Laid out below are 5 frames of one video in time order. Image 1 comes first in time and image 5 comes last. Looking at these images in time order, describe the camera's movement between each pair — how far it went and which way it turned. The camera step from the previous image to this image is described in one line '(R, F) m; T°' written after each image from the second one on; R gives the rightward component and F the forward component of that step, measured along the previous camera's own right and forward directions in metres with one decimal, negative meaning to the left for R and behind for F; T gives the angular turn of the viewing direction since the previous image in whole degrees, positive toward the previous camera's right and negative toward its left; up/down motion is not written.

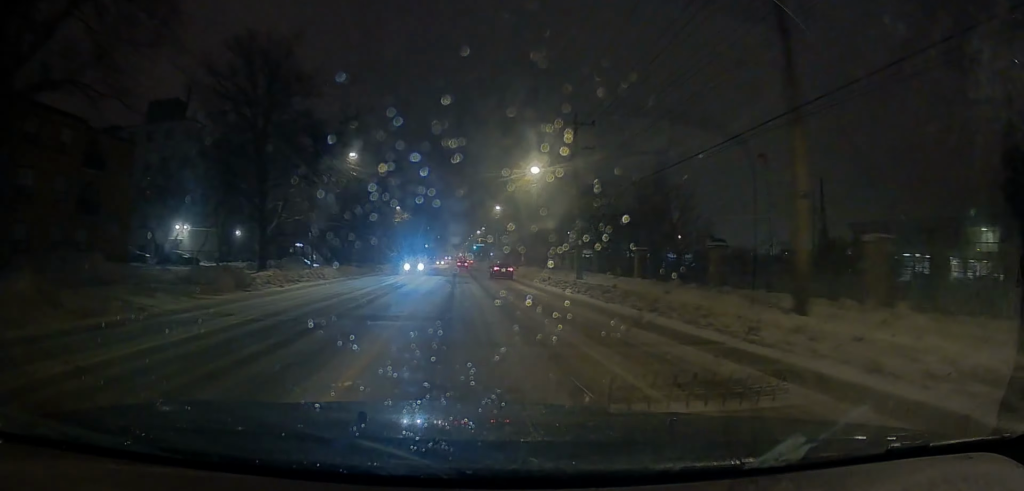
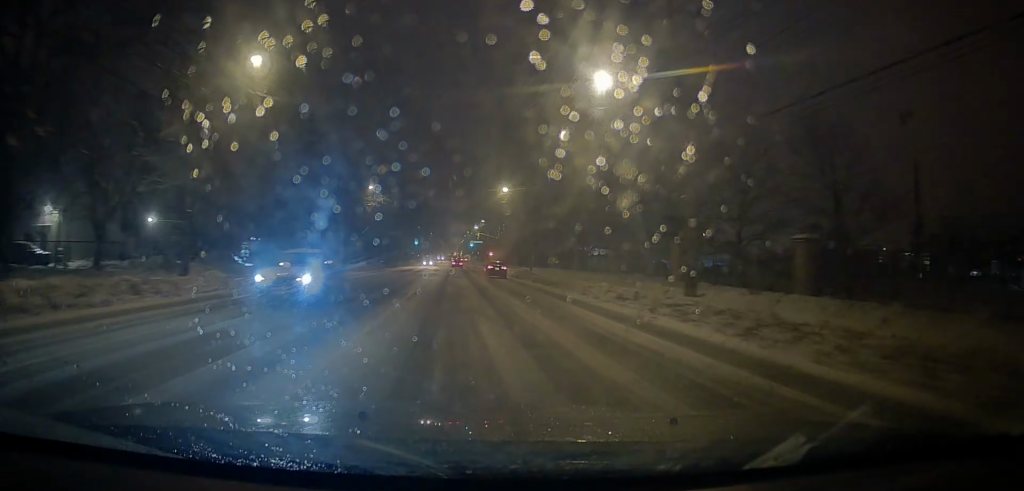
(-0.5, +19.9) m; 0°
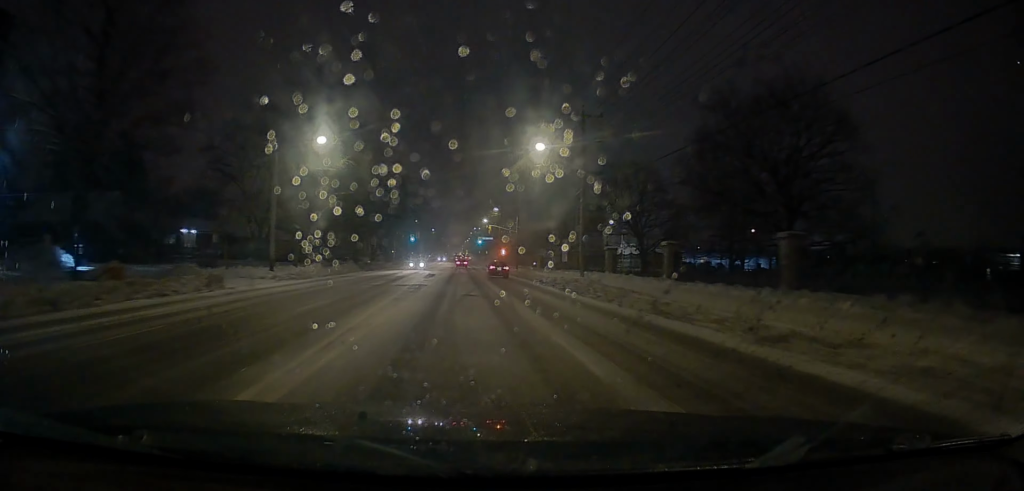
(+0.9, +21.3) m; +2°
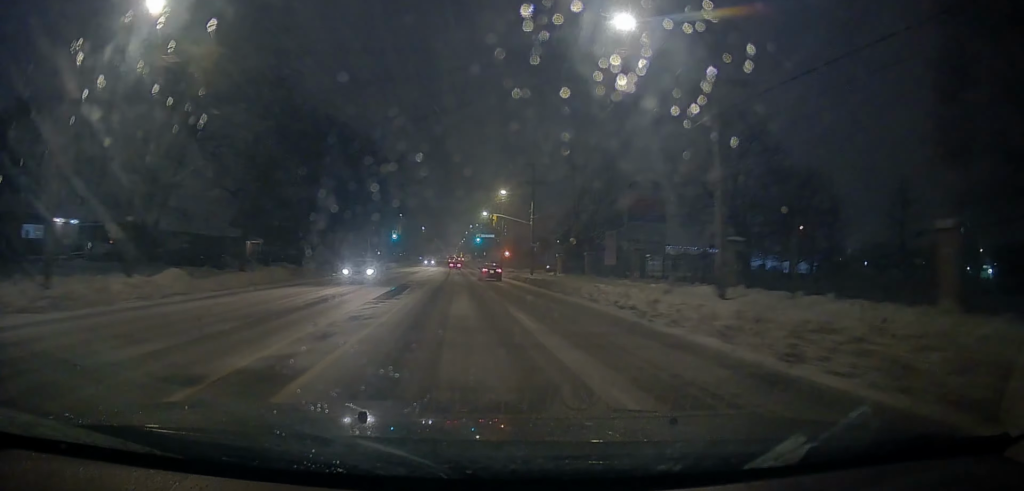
(-0.4, +21.0) m; -1°
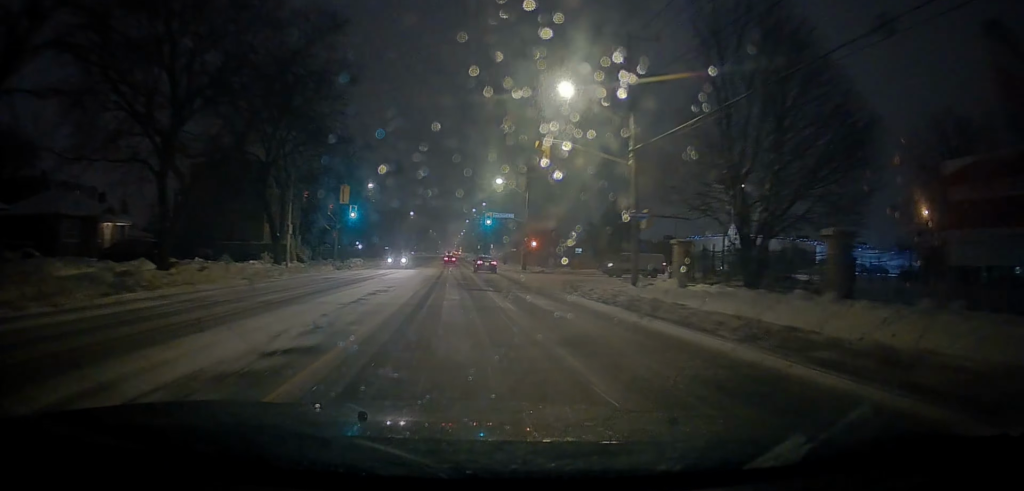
(+0.4, +30.7) m; -1°
